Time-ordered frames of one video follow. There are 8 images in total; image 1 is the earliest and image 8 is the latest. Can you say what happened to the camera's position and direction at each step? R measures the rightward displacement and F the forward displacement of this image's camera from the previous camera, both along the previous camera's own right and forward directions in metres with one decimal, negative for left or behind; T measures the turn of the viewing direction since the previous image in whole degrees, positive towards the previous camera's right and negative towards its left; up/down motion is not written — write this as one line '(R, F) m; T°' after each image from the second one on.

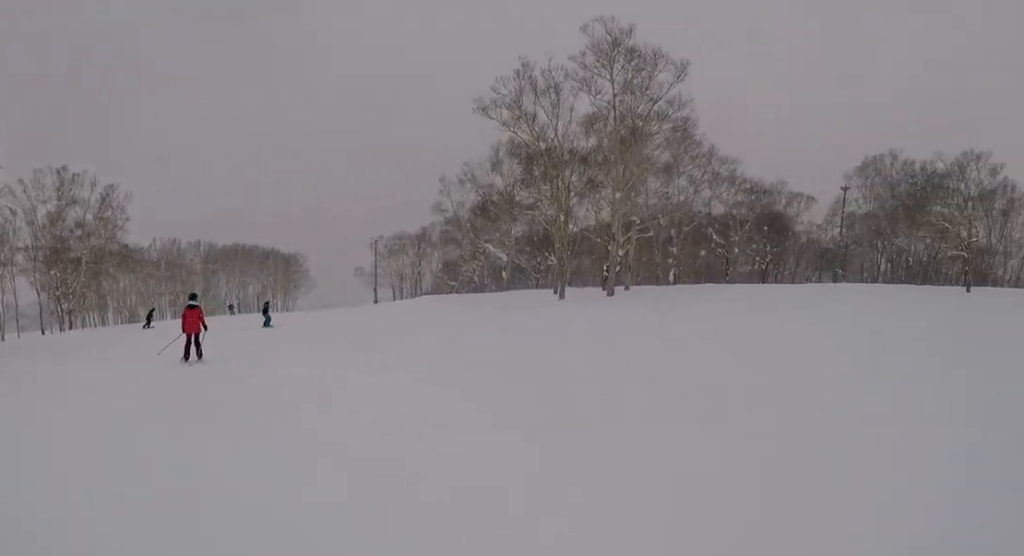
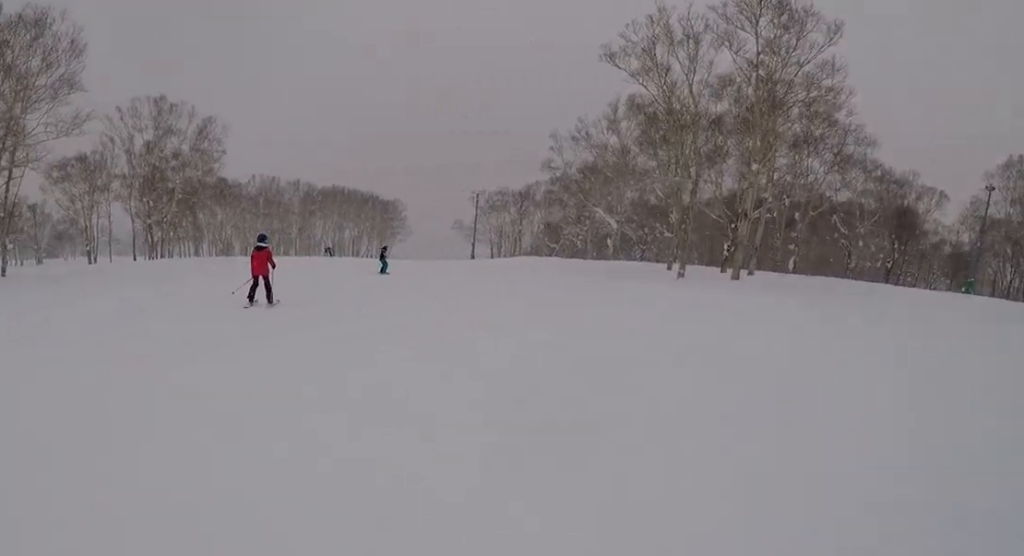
(+0.5, +3.1) m; -7°
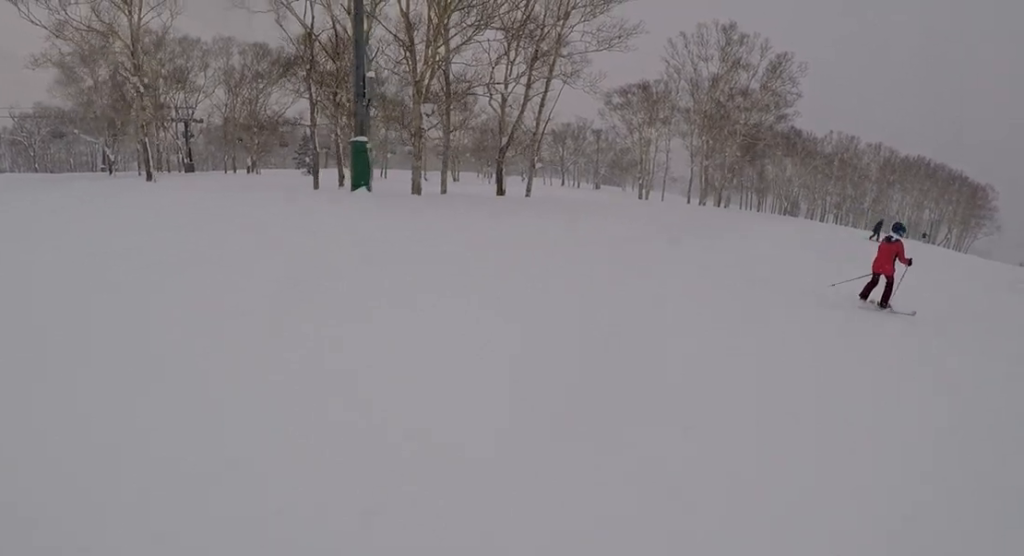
(-2.0, +6.9) m; -24°
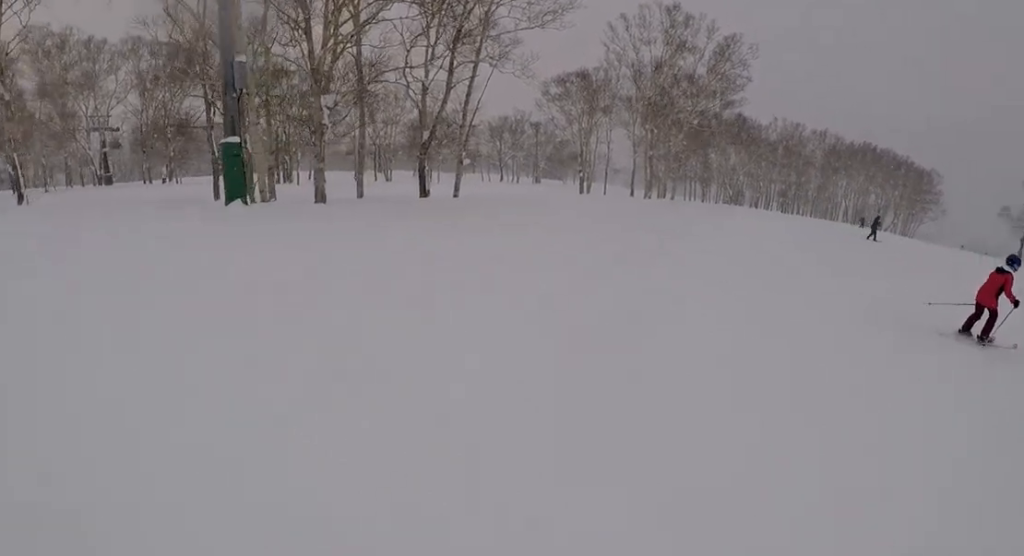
(-0.8, +4.6) m; +7°
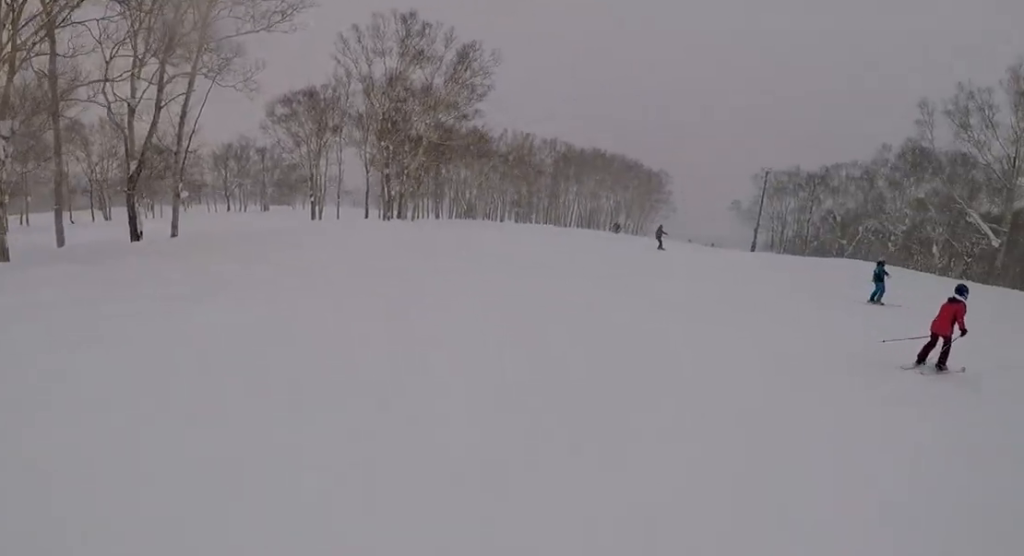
(+0.9, +4.8) m; +11°
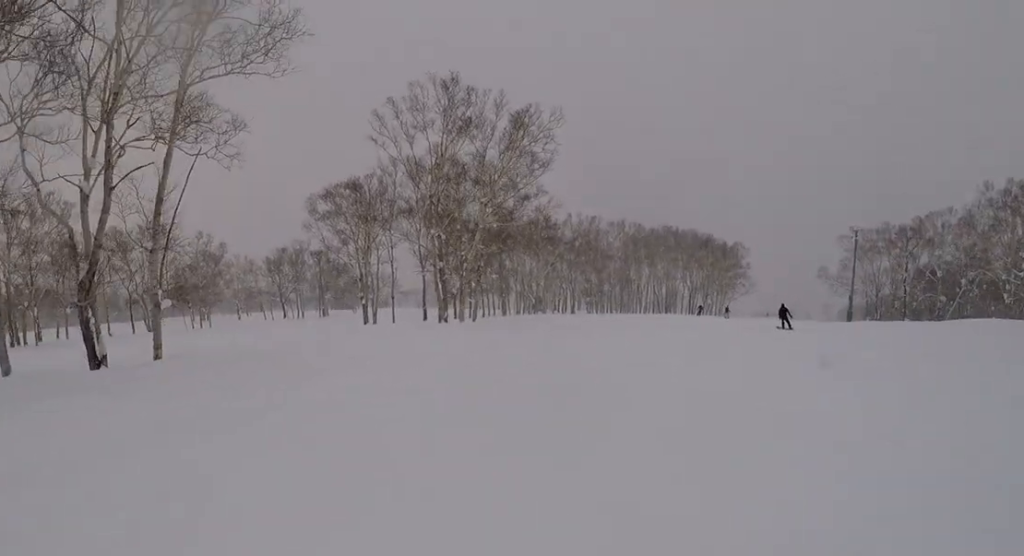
(+1.1, +9.2) m; +7°
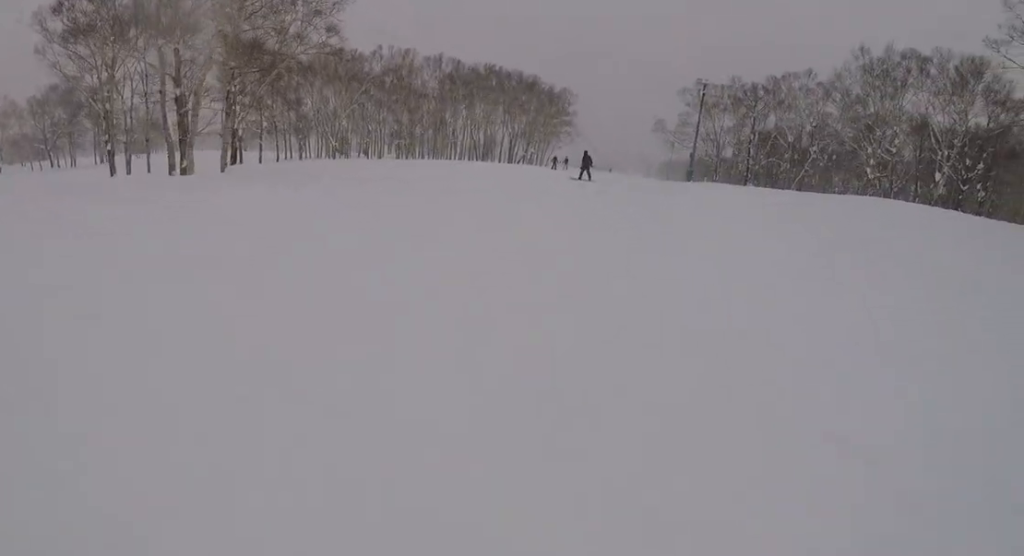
(+0.7, +12.9) m; +6°
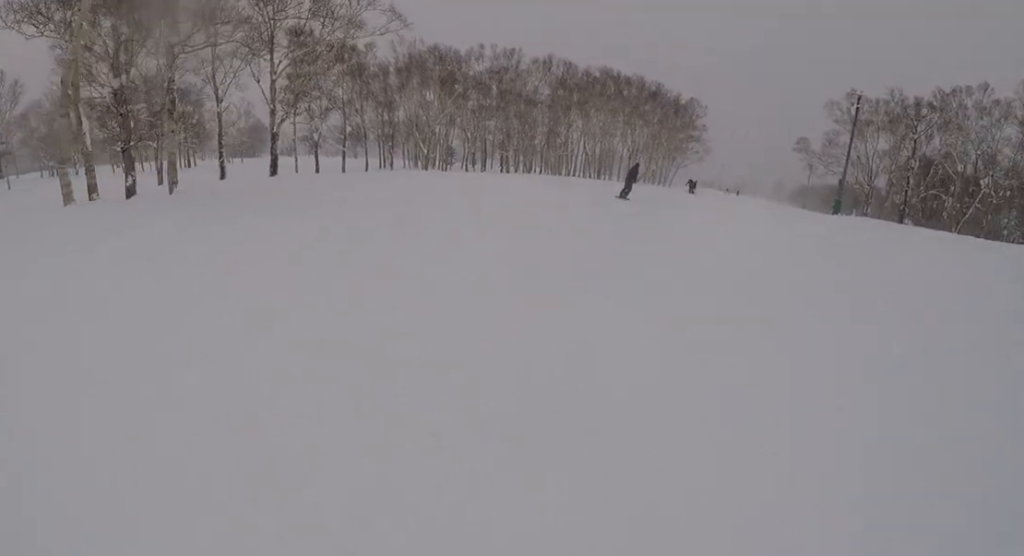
(-0.2, +11.8) m; -5°
